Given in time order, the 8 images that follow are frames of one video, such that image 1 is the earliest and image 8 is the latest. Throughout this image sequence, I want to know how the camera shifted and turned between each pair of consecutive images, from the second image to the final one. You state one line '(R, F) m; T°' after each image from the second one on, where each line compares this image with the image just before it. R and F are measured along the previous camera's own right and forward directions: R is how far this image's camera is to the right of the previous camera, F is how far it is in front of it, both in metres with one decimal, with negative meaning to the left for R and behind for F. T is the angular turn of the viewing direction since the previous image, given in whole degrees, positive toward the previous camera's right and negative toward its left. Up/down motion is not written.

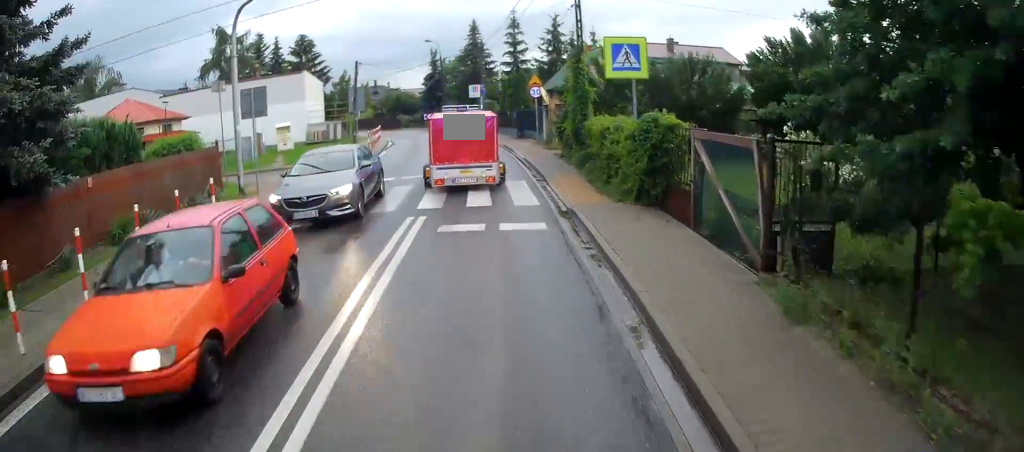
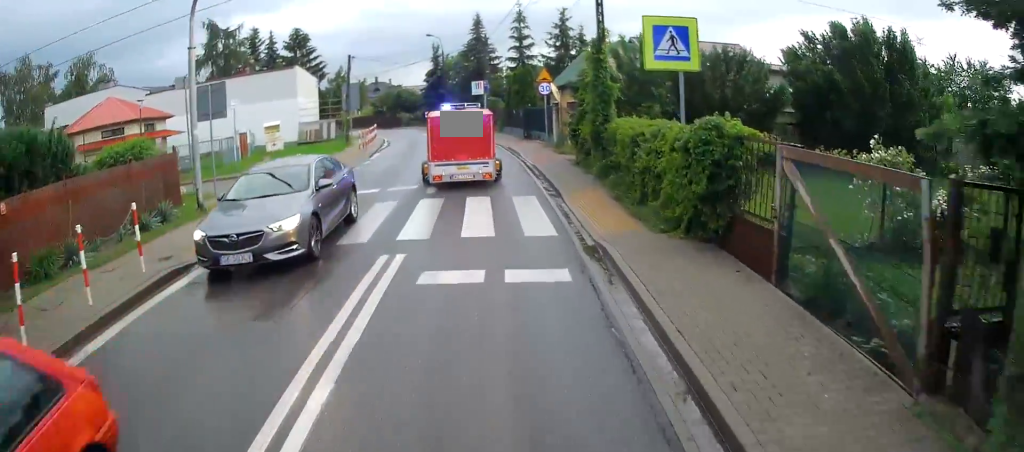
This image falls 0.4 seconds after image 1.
(-0.1, +2.8) m; 0°
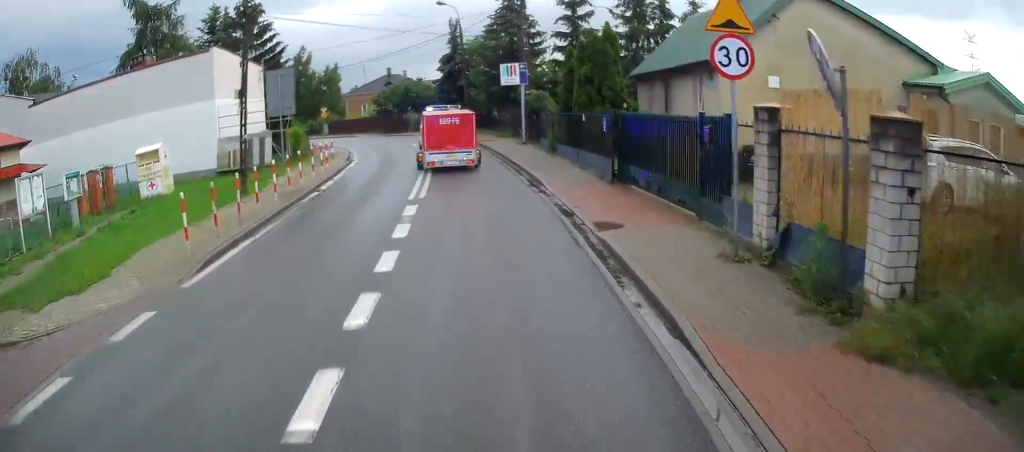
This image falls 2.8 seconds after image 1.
(+0.4, +18.3) m; 0°
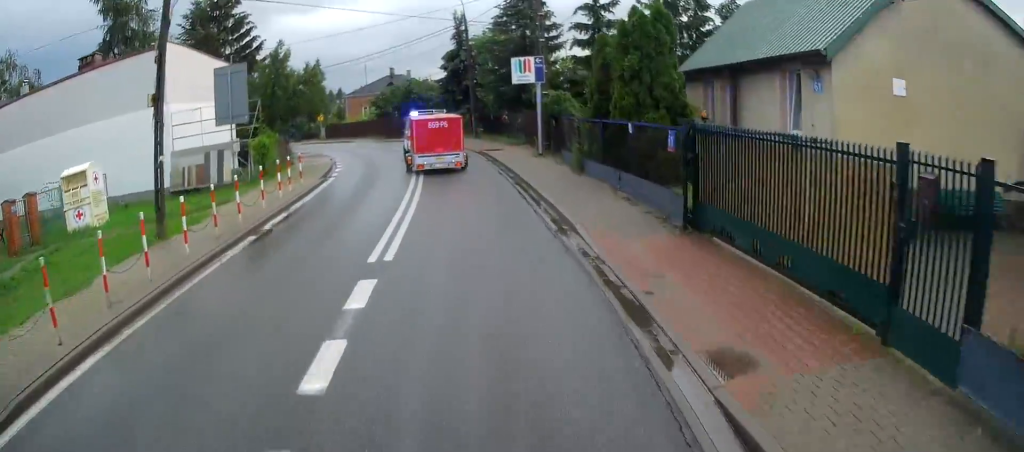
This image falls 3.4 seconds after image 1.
(0.0, +5.0) m; -1°
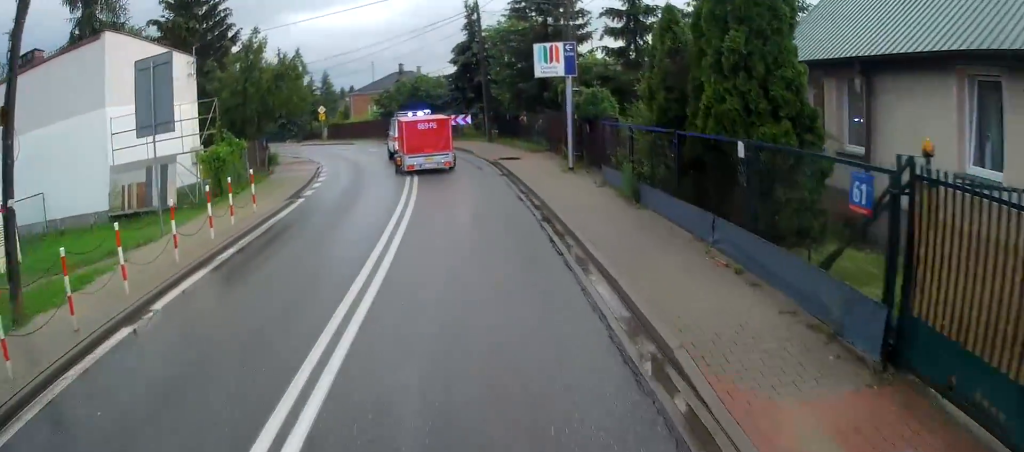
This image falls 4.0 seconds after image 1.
(0.0, +5.0) m; -2°
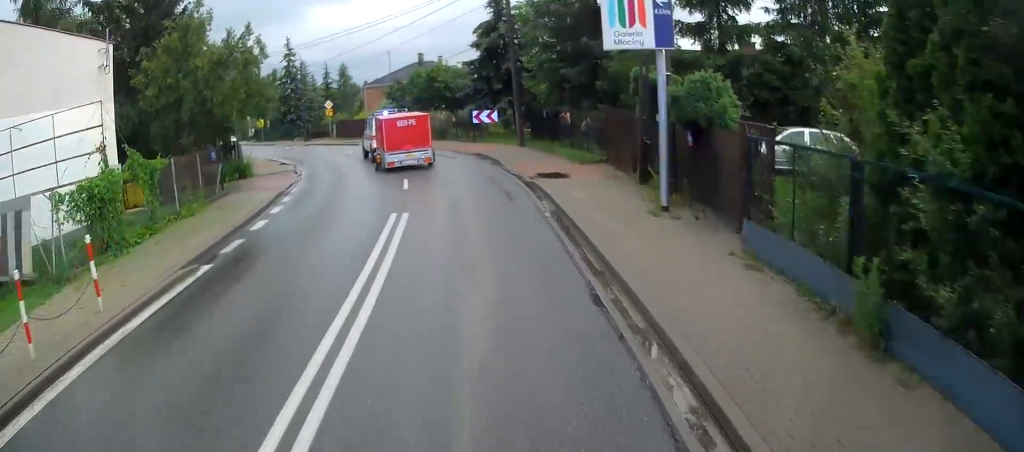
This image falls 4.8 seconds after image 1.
(-0.2, +7.4) m; -3°
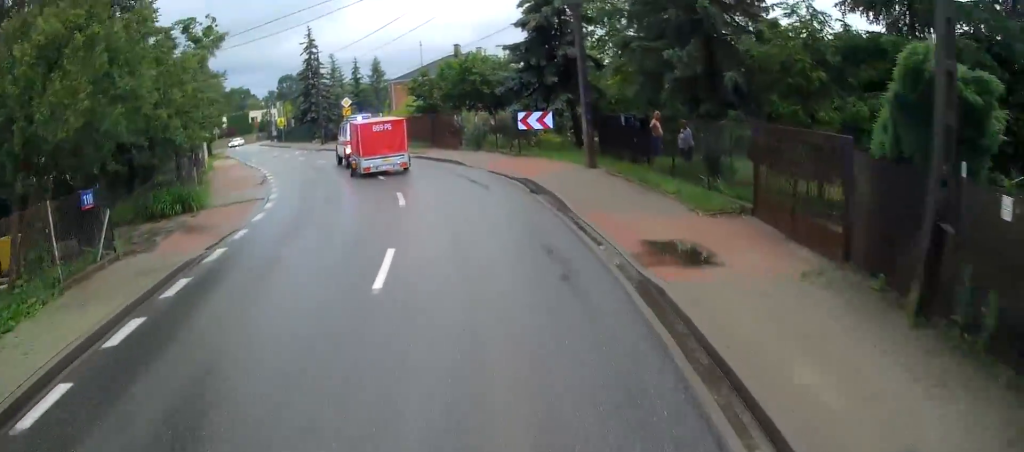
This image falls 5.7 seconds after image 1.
(-0.3, +8.5) m; -4°
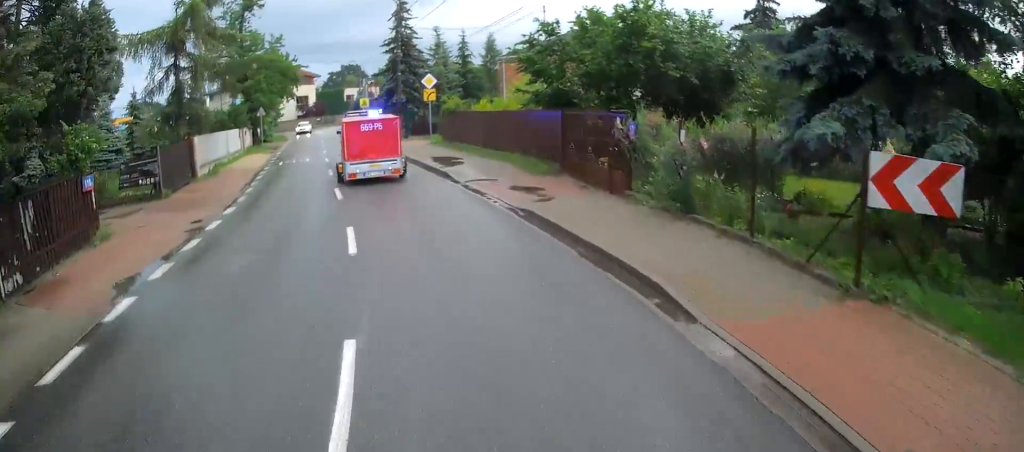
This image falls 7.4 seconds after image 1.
(-1.0, +15.9) m; -9°
